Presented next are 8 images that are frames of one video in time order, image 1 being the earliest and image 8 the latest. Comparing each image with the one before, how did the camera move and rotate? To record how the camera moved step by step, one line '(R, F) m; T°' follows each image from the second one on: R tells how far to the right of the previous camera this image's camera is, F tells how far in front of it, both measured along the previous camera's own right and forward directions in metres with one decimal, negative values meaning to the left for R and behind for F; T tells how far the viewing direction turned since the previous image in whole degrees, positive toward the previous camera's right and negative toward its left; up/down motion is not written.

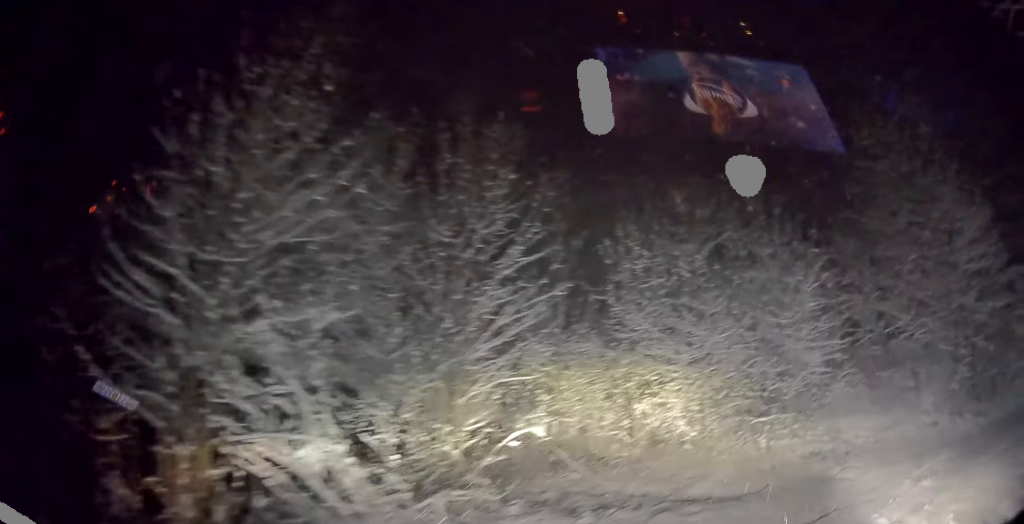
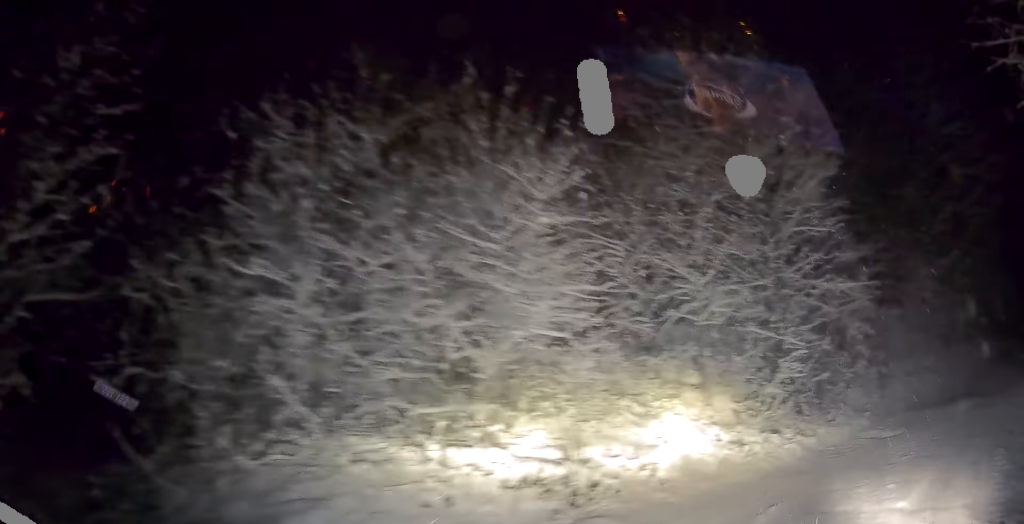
(+0.2, +4.0) m; +6°
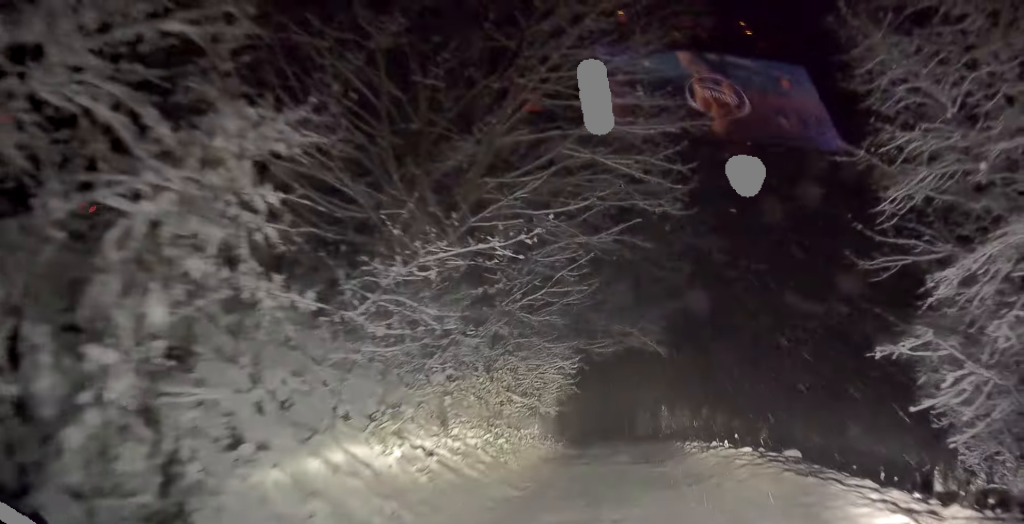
(+0.8, +6.6) m; +20°
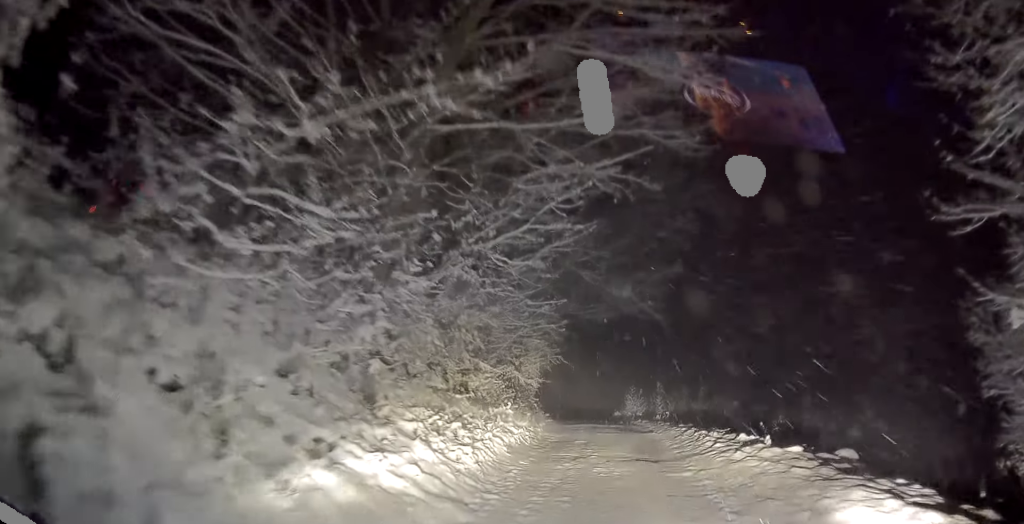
(0.0, +1.8) m; +10°
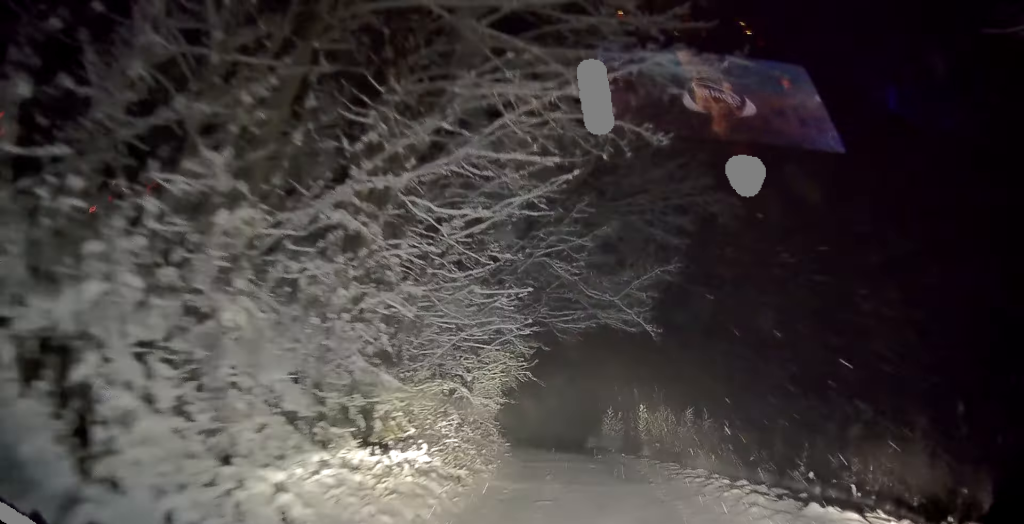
(+0.5, +2.3) m; +12°
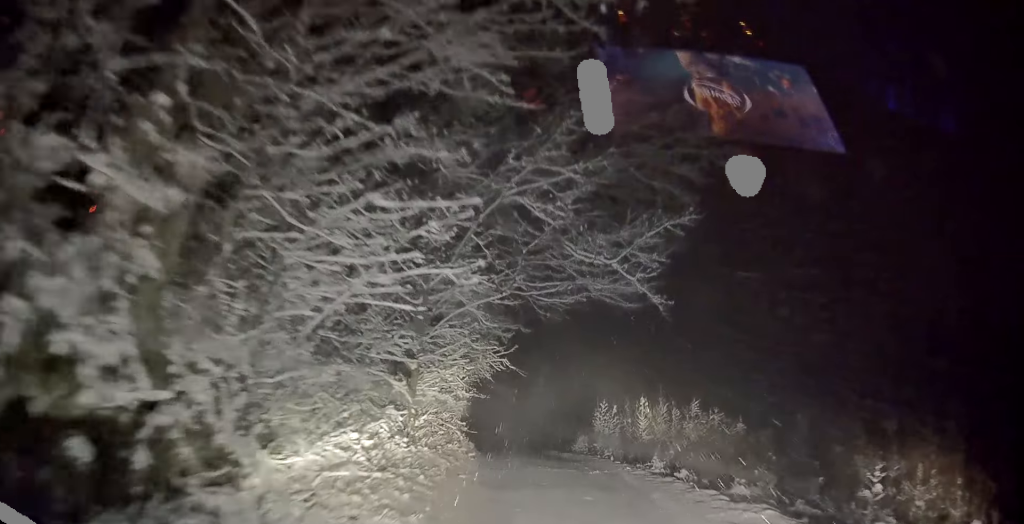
(+0.2, +2.6) m; +7°
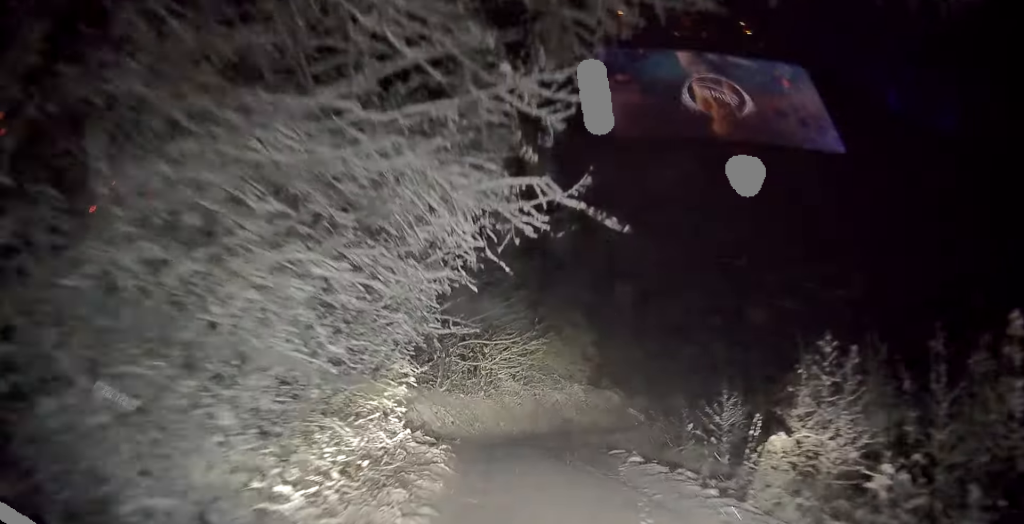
(+0.8, +11.5) m; +1°
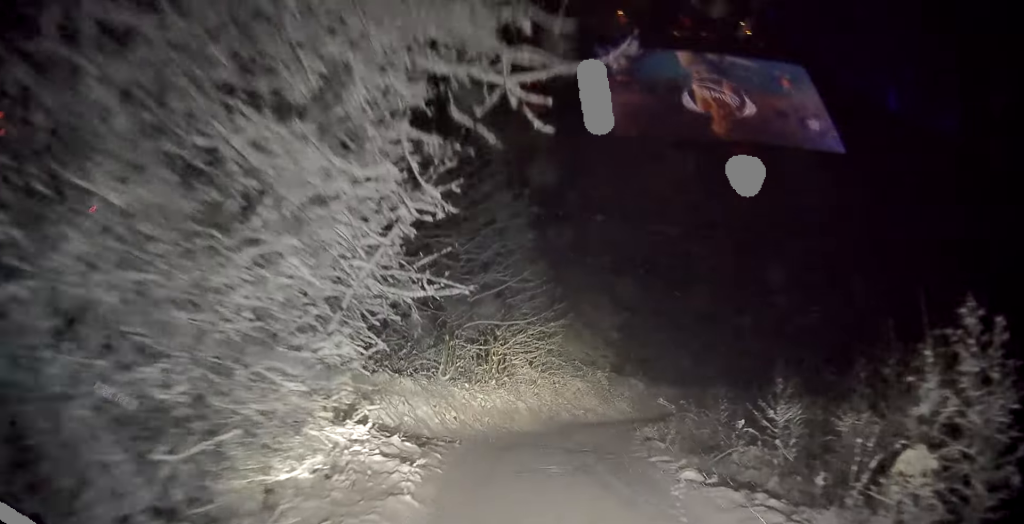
(0.0, +2.7) m; 0°
